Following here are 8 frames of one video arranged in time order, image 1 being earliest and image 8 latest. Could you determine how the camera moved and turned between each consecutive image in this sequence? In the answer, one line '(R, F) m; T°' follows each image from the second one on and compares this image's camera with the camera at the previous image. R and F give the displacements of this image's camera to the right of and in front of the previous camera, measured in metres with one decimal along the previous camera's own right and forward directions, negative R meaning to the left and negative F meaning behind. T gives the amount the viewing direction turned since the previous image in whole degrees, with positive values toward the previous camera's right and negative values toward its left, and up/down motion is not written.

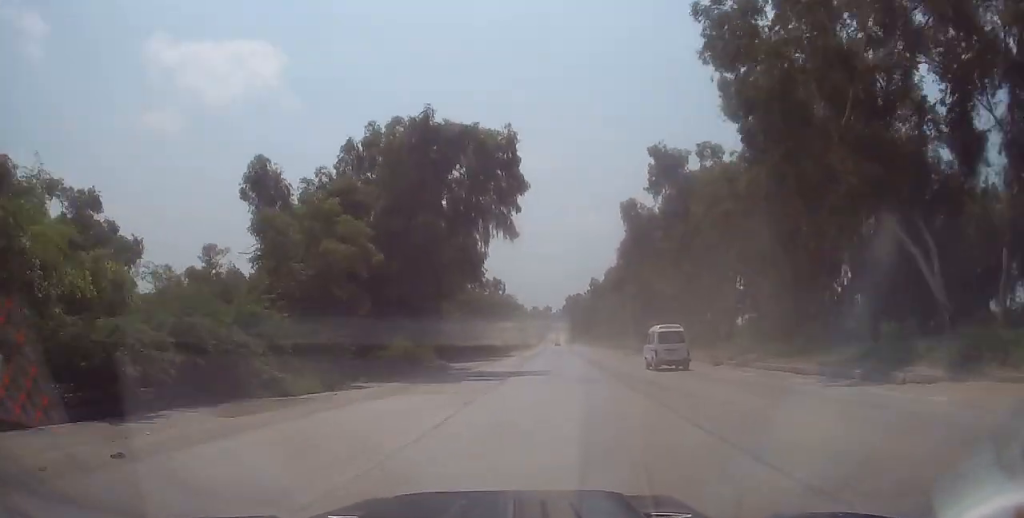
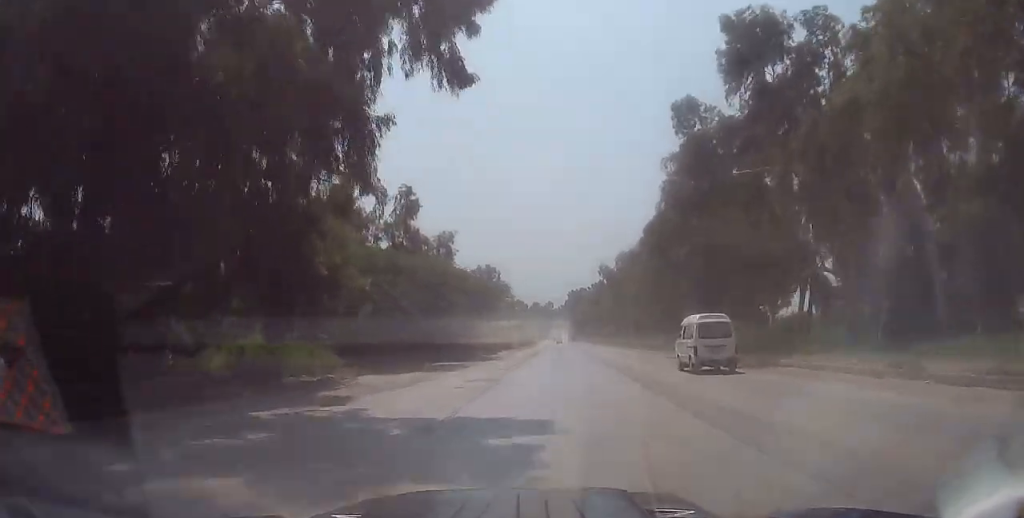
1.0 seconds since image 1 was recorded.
(-0.3, +19.0) m; -1°
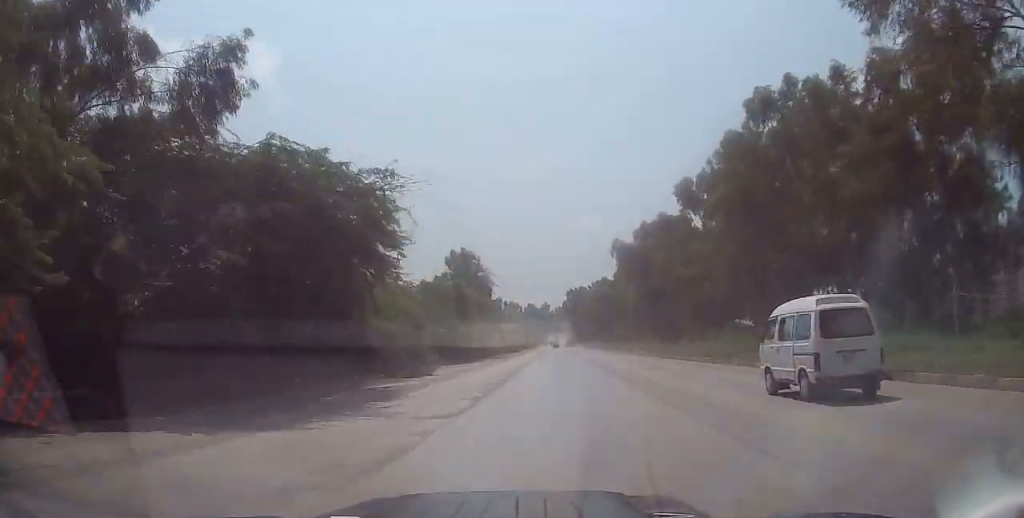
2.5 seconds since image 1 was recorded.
(0.0, +27.0) m; +1°
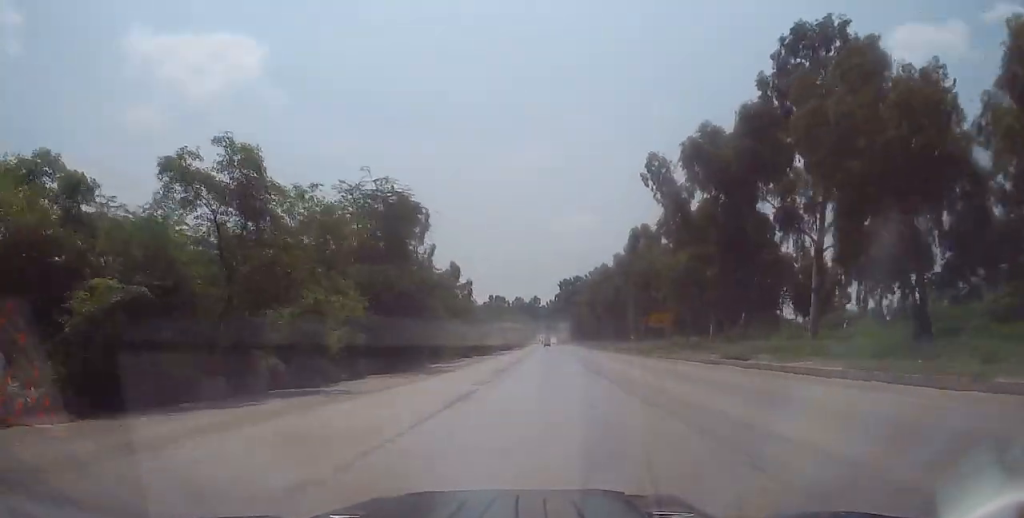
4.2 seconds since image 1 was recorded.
(+0.6, +33.2) m; +2°
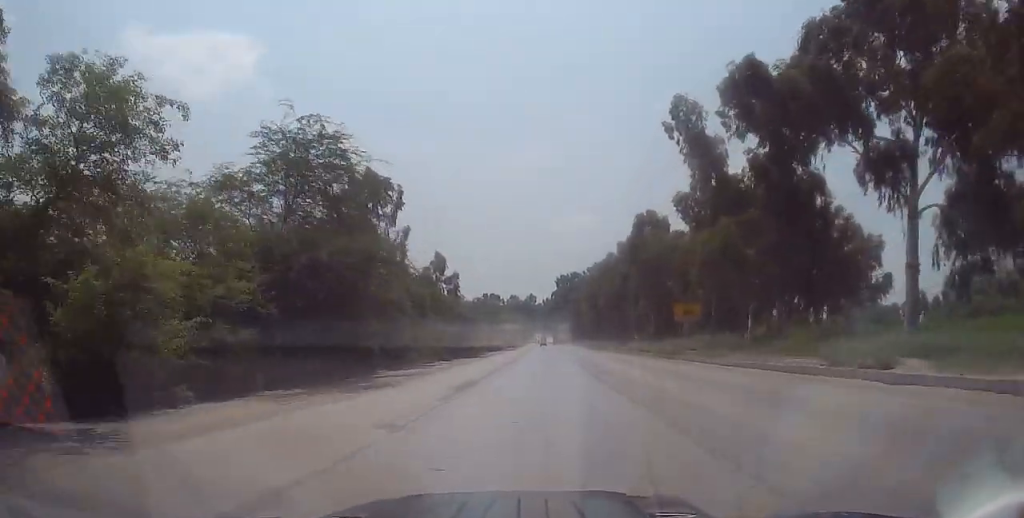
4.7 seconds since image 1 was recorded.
(-0.1, +9.7) m; 0°
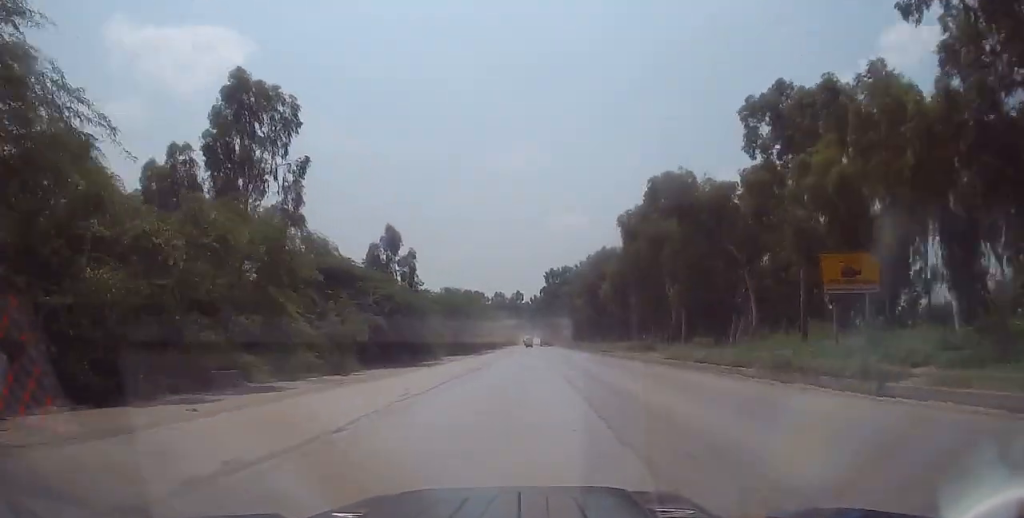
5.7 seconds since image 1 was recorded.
(+0.3, +20.3) m; 0°
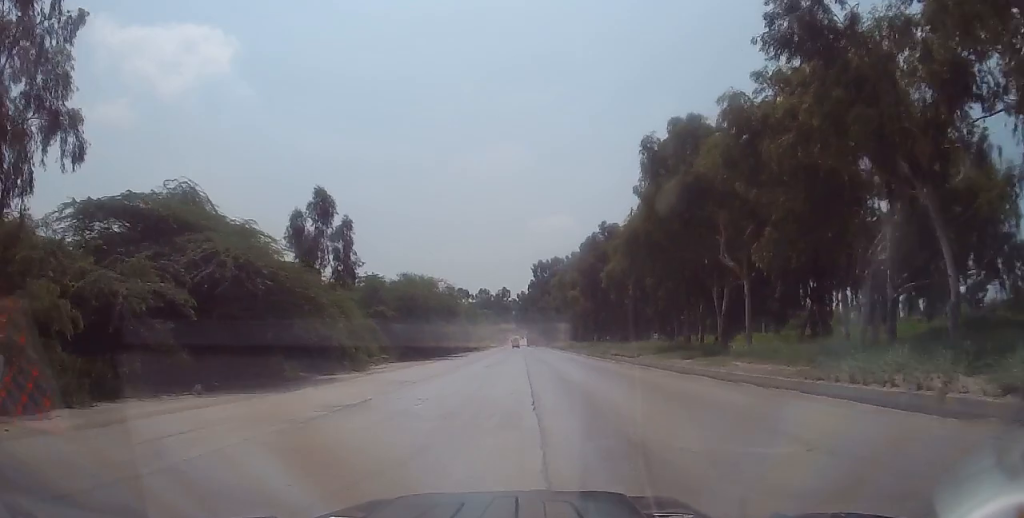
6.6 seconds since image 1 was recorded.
(-0.3, +17.3) m; +1°
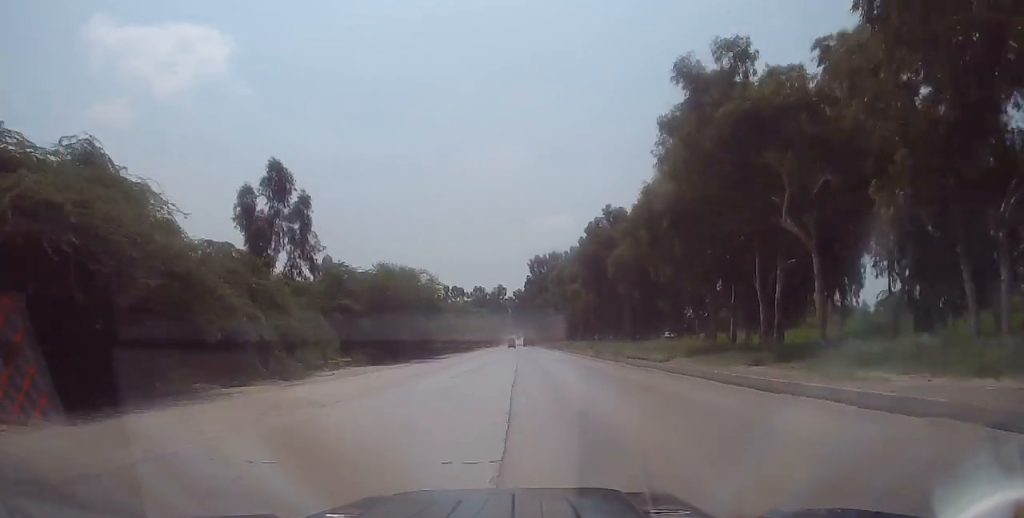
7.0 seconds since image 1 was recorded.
(0.0, +8.0) m; 0°
